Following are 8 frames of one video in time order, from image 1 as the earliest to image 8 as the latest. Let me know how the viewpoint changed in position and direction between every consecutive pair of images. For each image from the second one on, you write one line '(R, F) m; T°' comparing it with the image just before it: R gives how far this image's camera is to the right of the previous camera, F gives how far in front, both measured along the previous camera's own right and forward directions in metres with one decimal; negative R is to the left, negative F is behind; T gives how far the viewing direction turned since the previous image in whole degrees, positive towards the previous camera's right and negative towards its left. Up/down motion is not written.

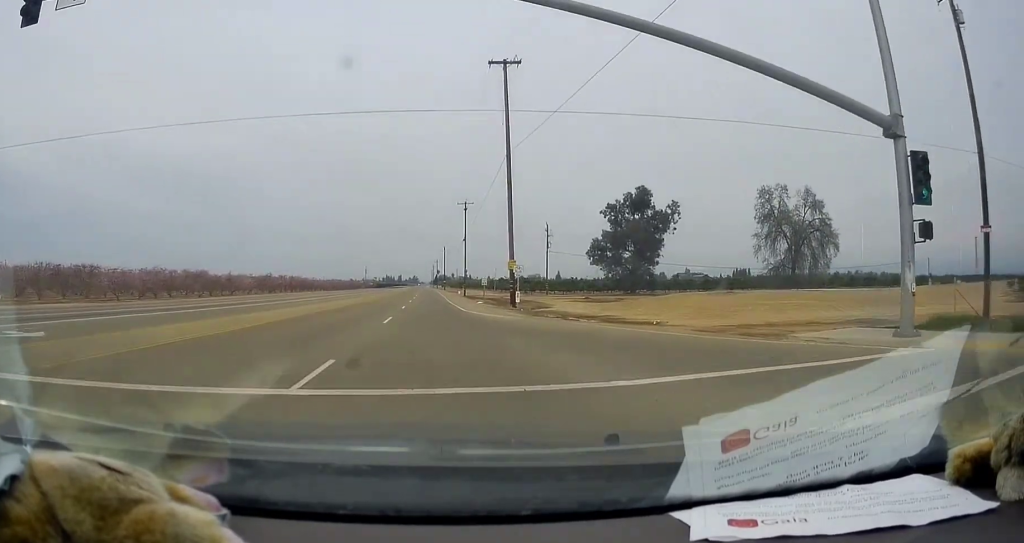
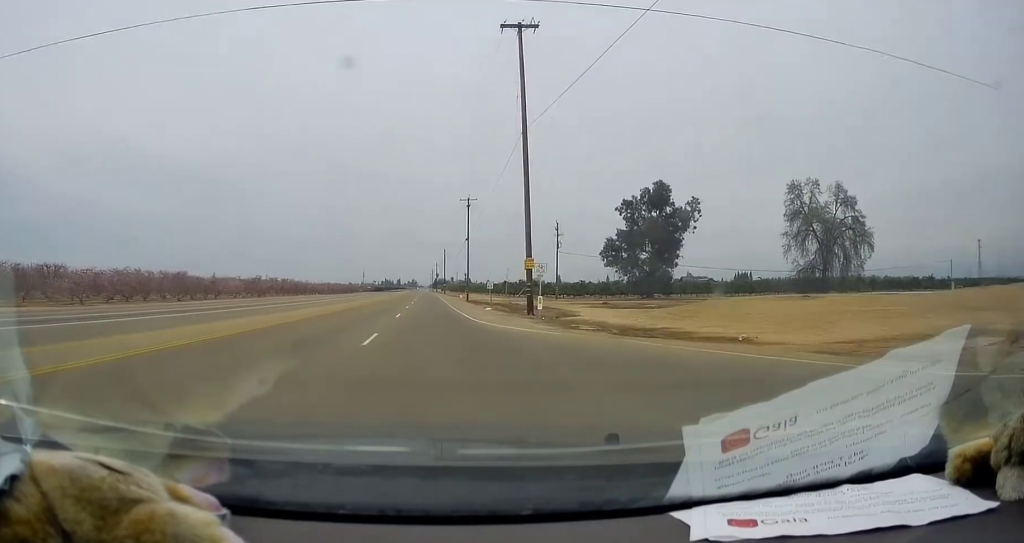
(0.0, +6.2) m; 0°
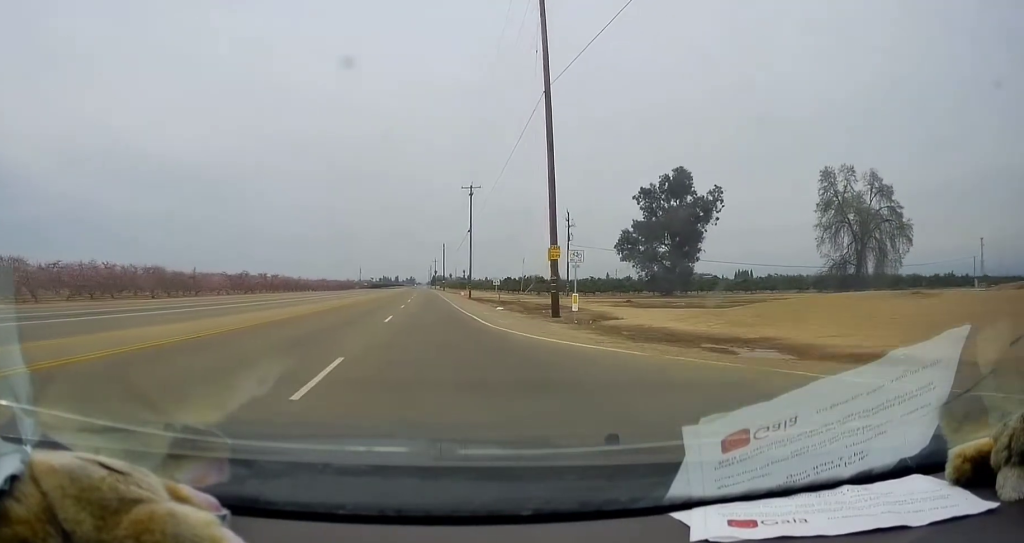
(0.0, +6.7) m; 0°
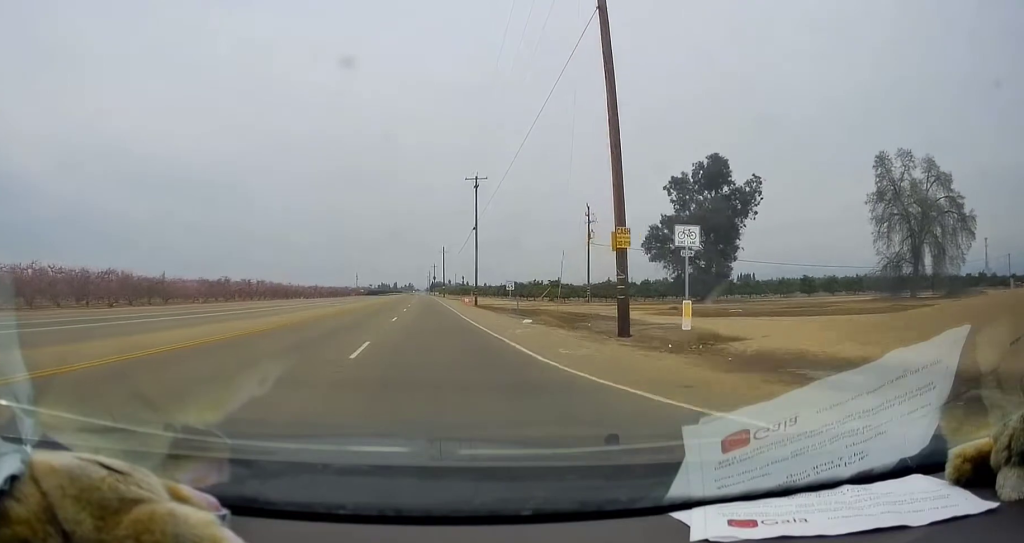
(0.0, +8.2) m; 0°
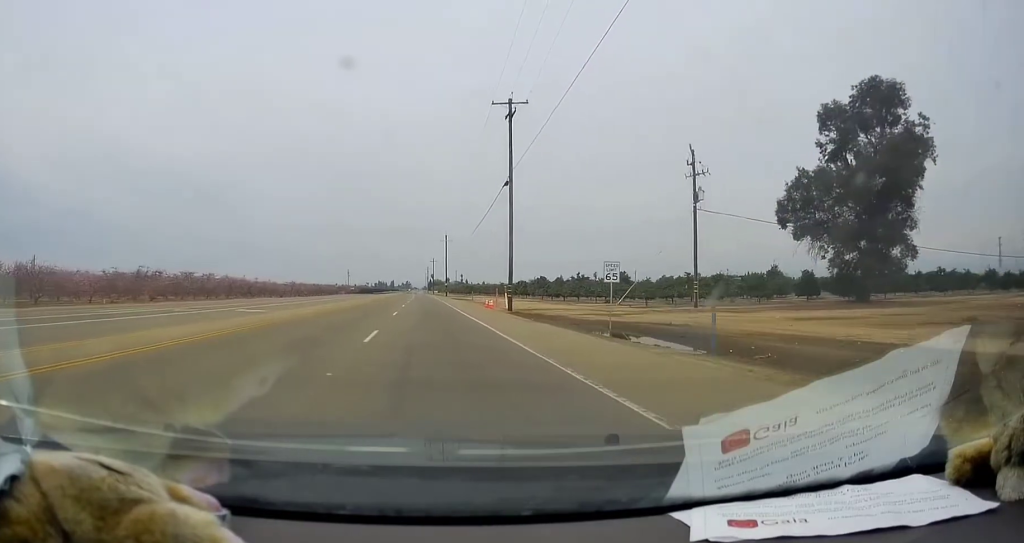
(0.0, +24.8) m; 0°
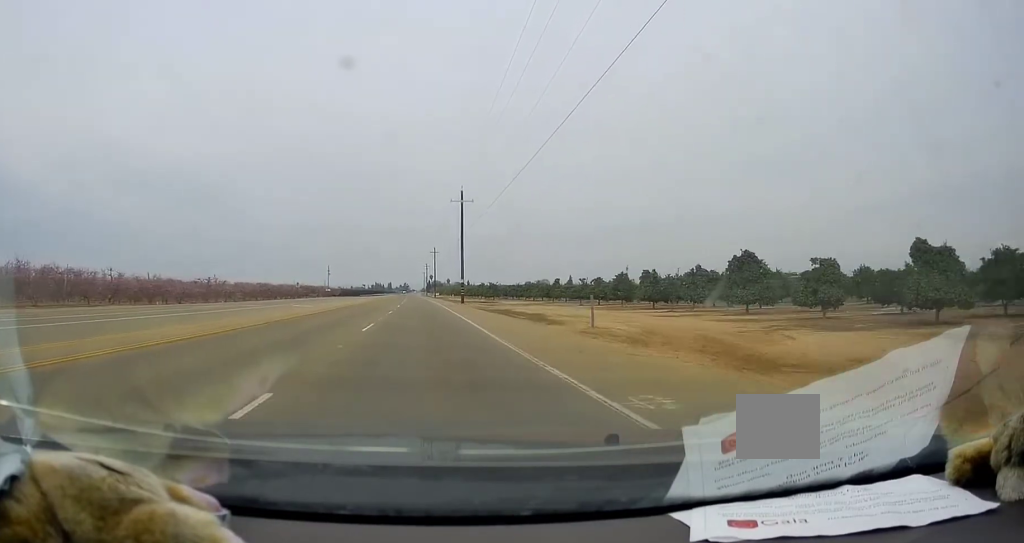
(0.0, +53.2) m; 0°
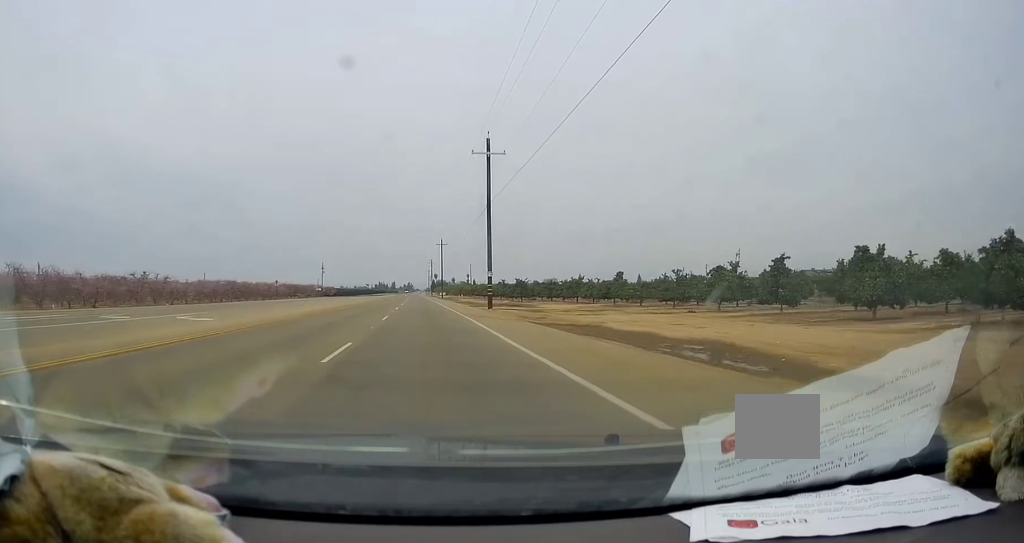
(0.0, +23.1) m; 0°
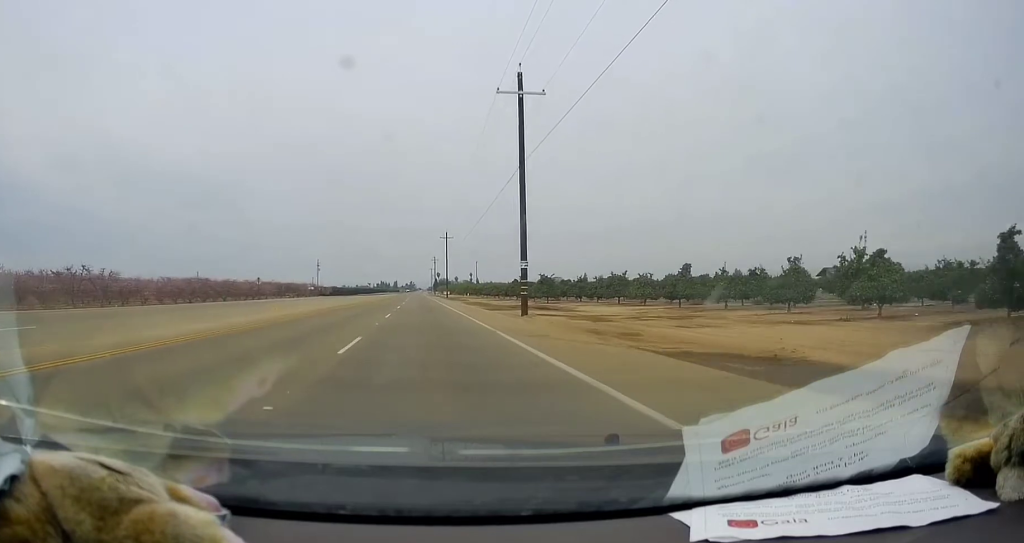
(0.0, +13.4) m; 0°
